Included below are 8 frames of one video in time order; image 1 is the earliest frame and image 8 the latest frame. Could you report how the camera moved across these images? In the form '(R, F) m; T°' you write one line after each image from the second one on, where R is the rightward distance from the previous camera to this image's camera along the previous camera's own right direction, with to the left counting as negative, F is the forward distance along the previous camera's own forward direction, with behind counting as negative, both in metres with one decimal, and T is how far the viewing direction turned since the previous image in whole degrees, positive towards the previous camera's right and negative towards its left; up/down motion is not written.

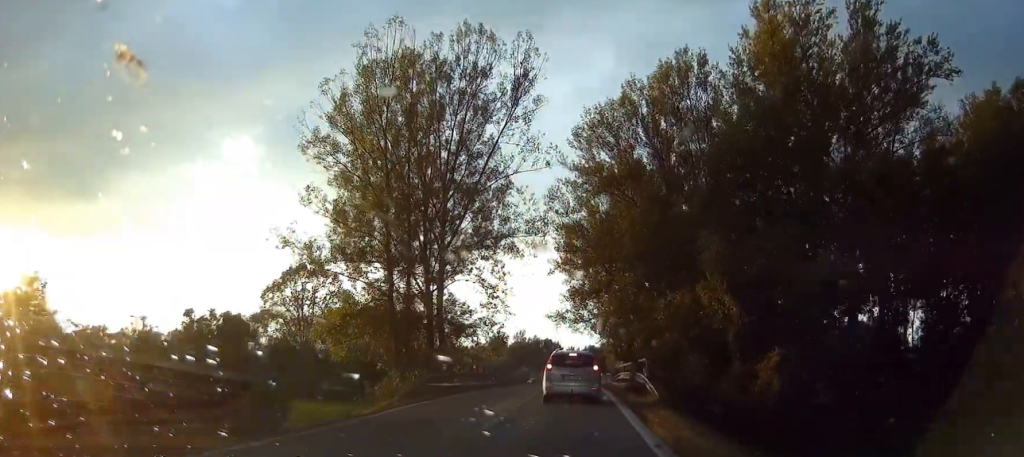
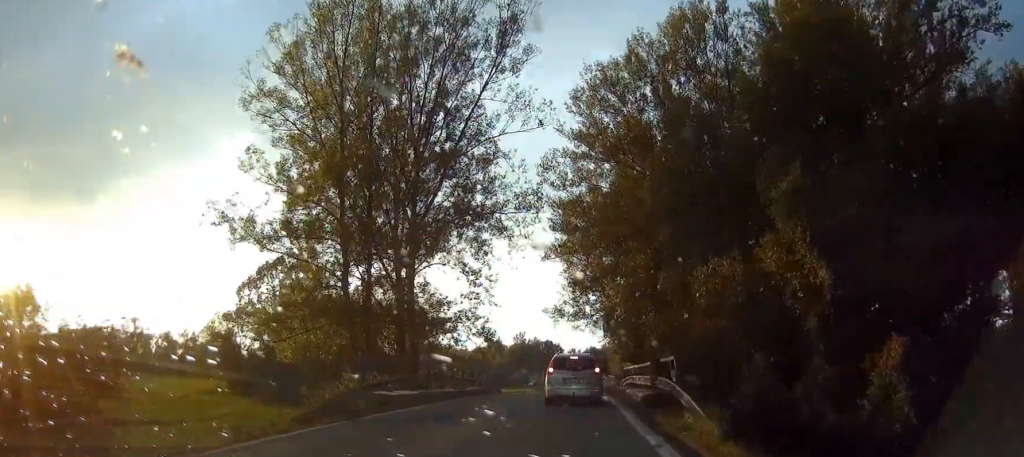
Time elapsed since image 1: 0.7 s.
(0.0, +8.7) m; 0°
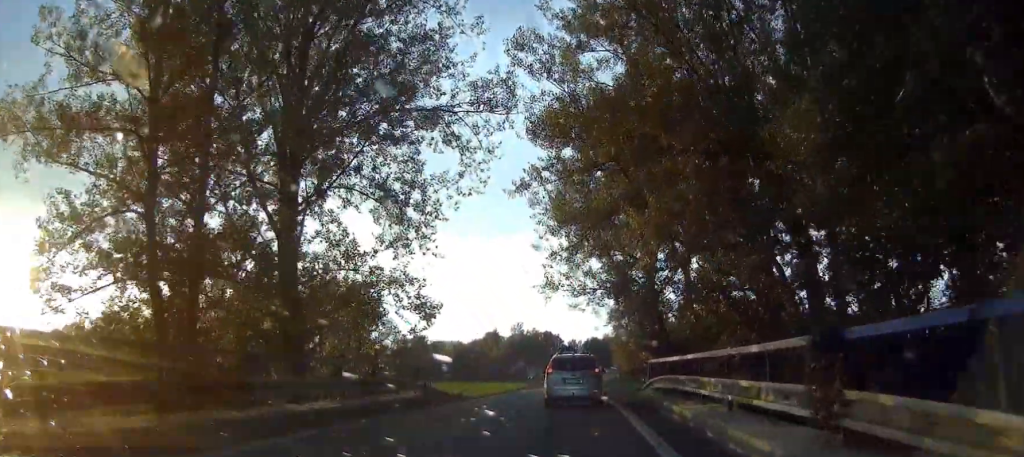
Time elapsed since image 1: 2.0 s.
(0.0, +17.2) m; 0°
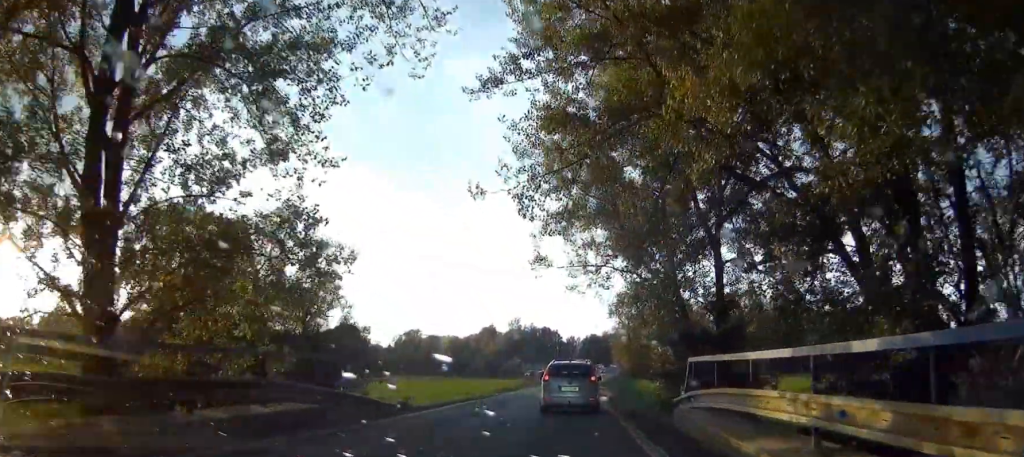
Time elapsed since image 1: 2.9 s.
(0.0, +11.1) m; 0°
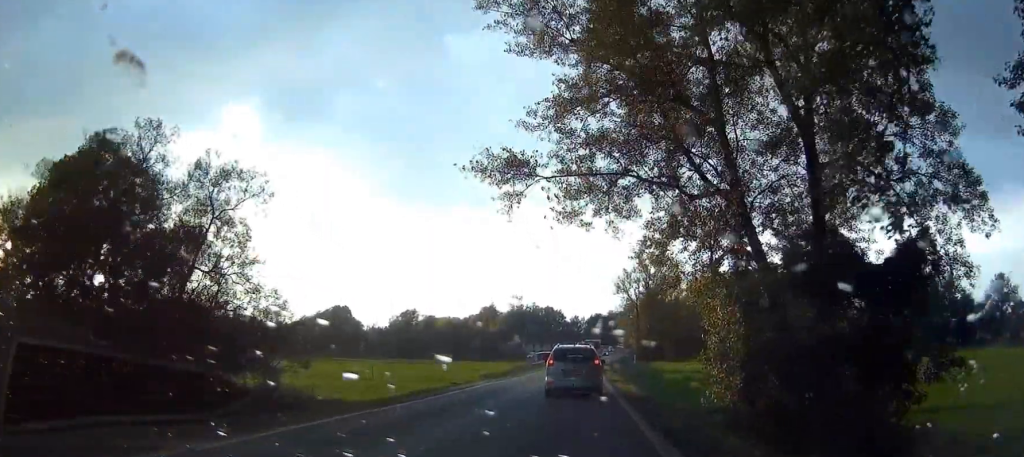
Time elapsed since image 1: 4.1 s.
(+0.1, +16.3) m; 0°
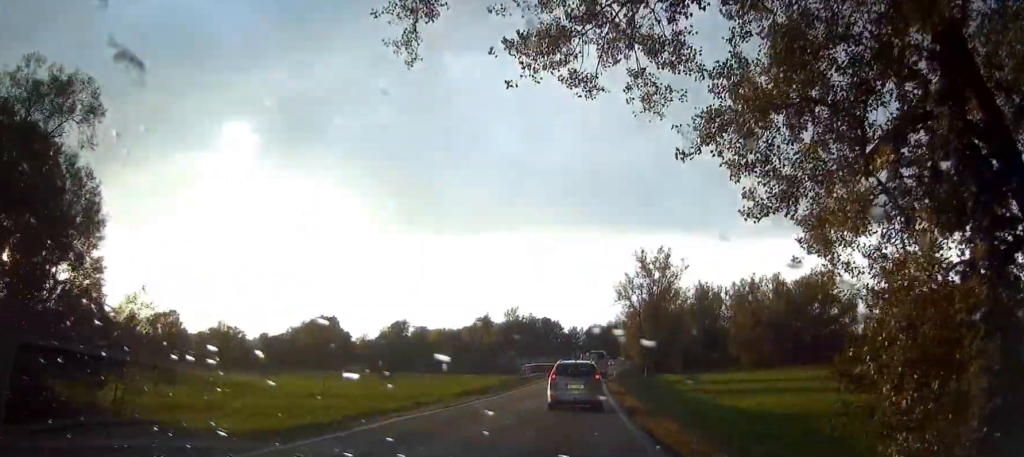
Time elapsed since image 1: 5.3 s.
(0.0, +14.6) m; 0°
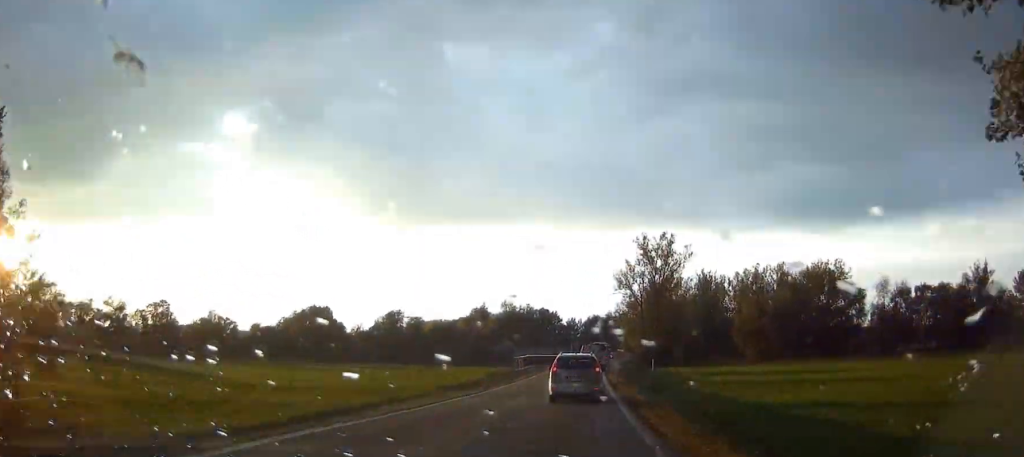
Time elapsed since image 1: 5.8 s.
(0.0, +7.3) m; 0°
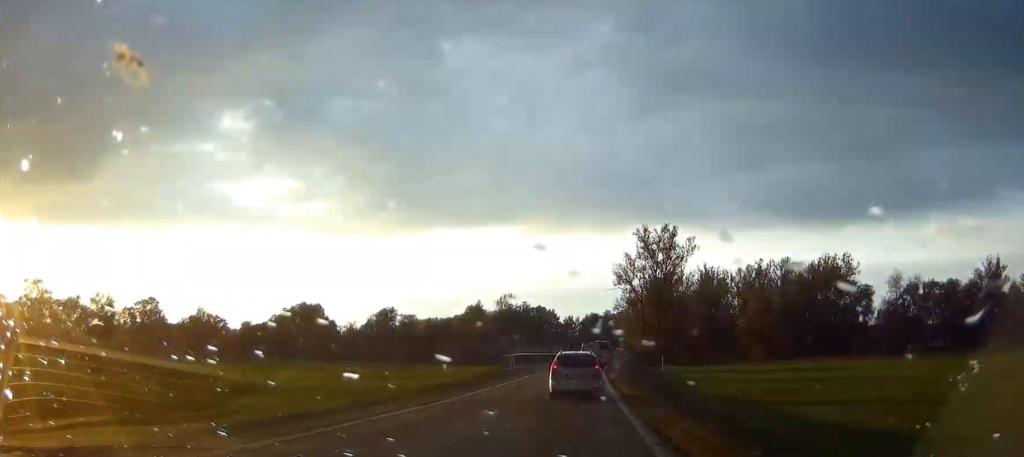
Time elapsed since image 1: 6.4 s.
(0.0, +7.8) m; 0°
